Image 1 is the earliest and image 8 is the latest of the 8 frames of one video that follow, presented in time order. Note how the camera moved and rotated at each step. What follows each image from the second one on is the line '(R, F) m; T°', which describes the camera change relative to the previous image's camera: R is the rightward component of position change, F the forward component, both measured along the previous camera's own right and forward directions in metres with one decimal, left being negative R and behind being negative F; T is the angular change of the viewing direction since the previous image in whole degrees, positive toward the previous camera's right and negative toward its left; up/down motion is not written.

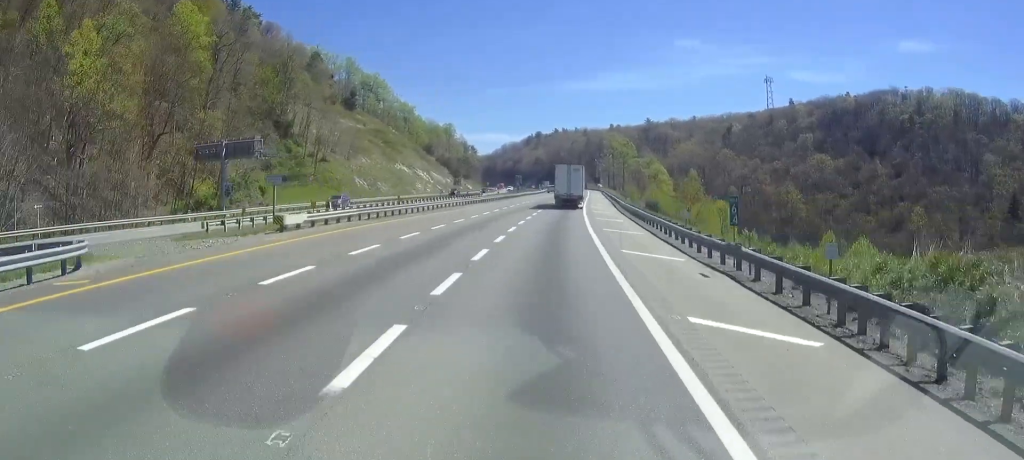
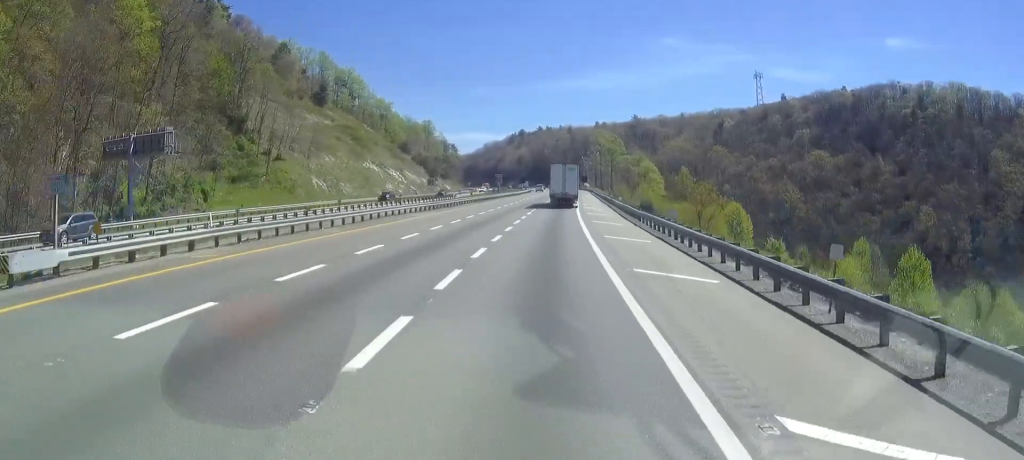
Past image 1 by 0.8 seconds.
(+0.1, +17.2) m; +1°
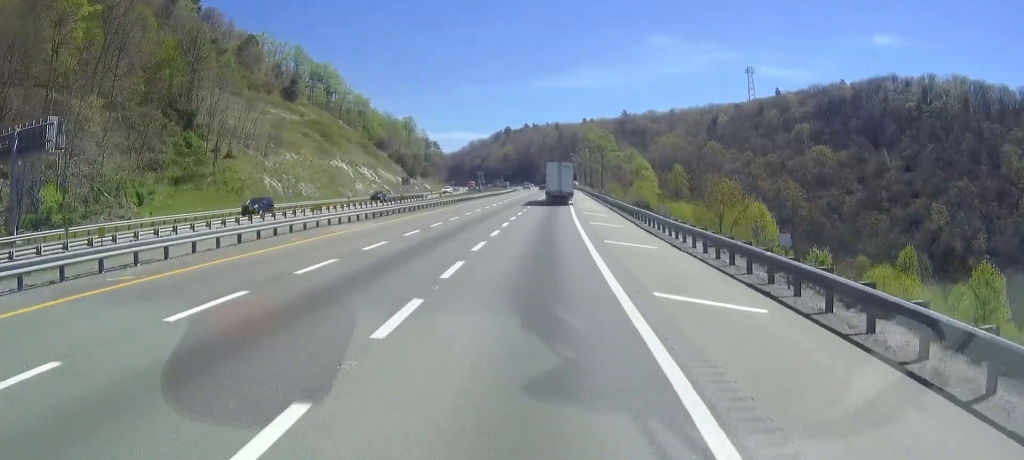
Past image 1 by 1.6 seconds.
(+0.3, +16.5) m; +1°
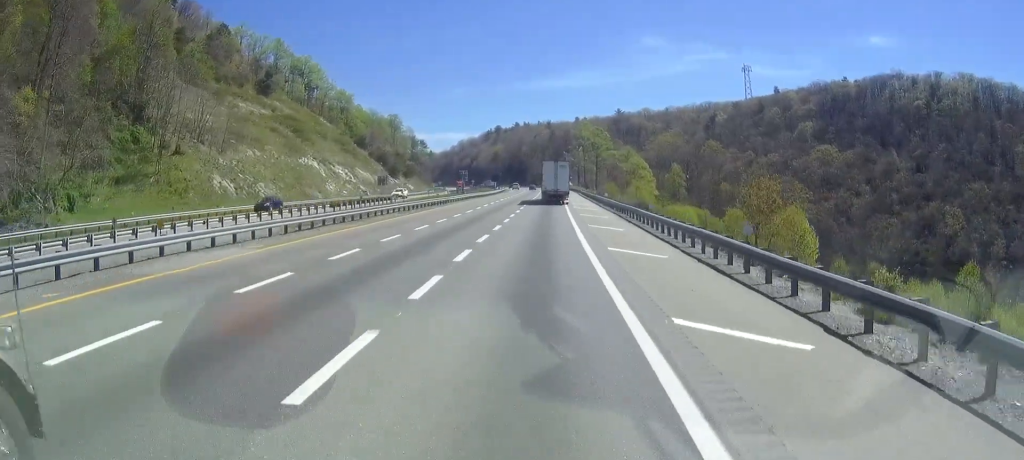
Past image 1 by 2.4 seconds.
(+0.2, +15.2) m; +1°
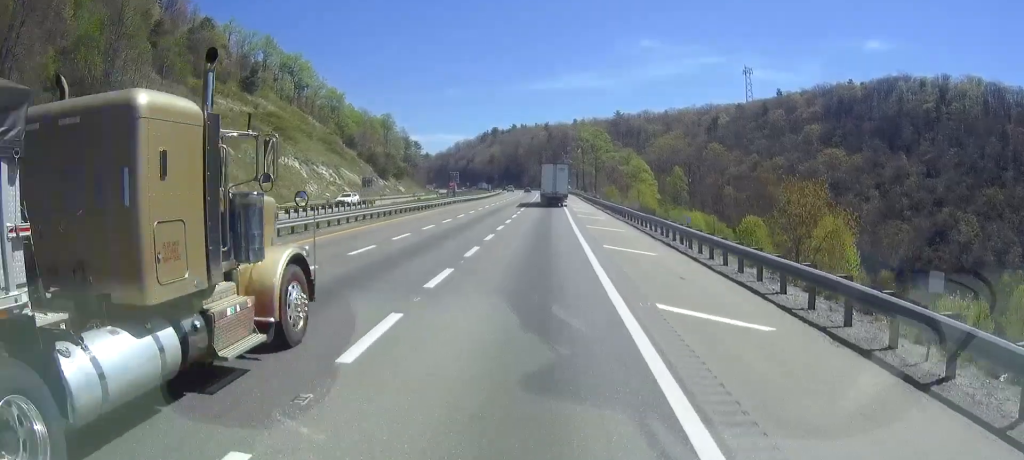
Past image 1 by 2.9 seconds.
(0.0, +10.3) m; 0°
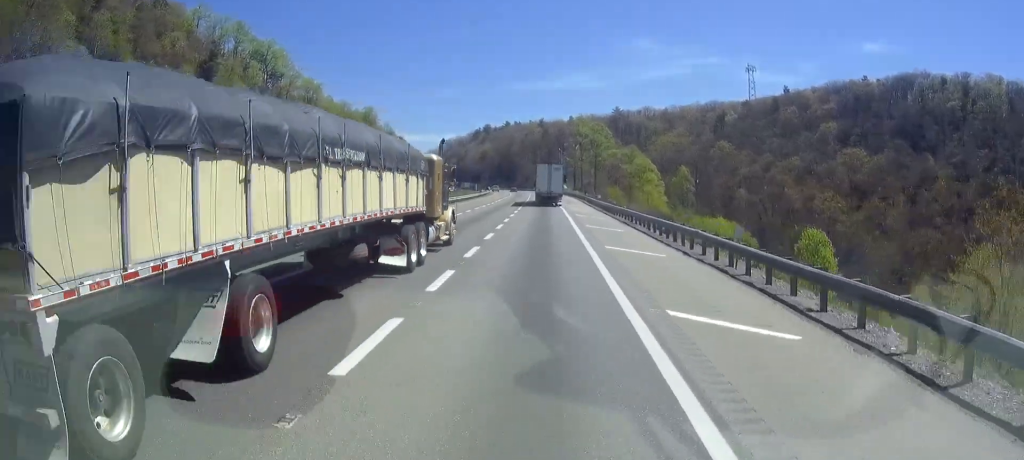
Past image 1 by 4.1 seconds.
(+0.1, +24.9) m; 0°
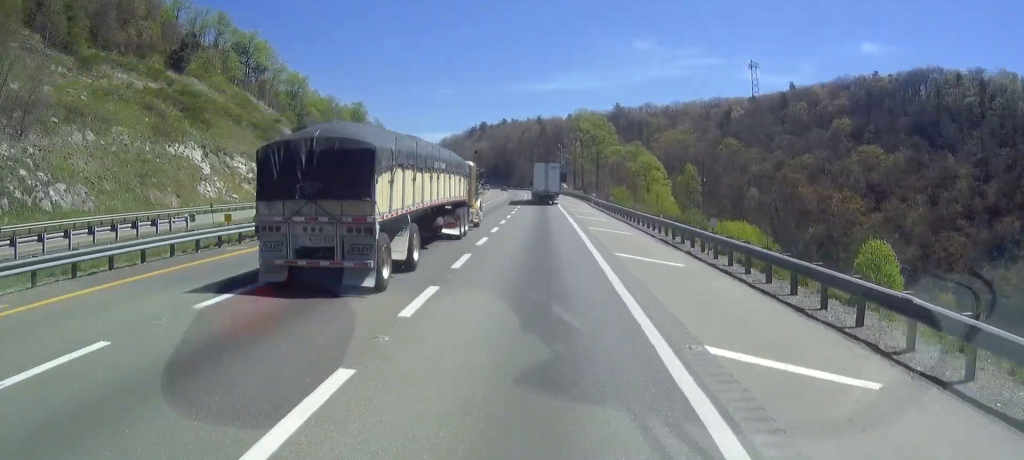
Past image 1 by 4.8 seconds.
(0.0, +15.2) m; 0°
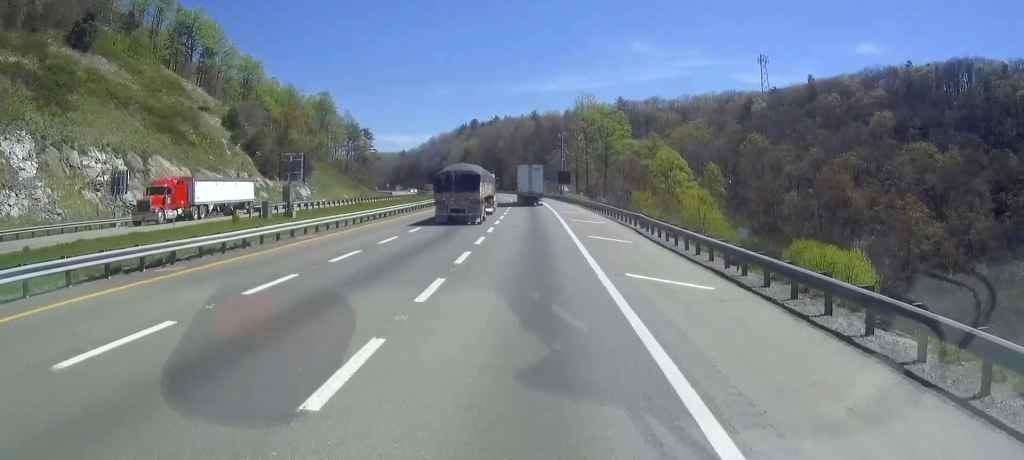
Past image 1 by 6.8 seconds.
(+0.3, +40.4) m; 0°
